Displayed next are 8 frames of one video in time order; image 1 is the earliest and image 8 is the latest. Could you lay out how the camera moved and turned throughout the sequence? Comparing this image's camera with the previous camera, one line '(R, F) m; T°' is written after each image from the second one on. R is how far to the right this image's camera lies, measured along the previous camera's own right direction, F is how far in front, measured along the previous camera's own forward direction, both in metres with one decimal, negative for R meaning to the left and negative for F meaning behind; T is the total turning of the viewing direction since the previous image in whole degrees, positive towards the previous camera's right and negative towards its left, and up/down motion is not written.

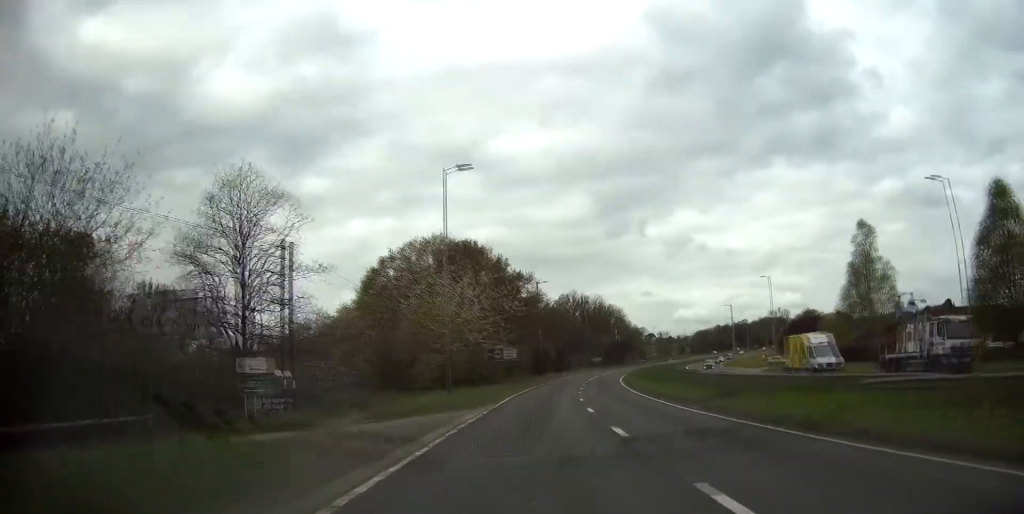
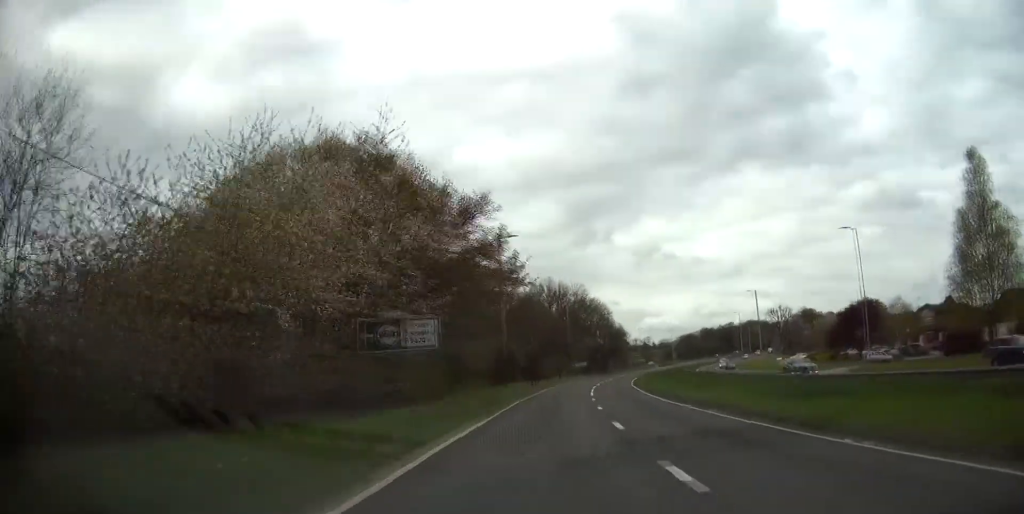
(+0.8, +32.4) m; +5°
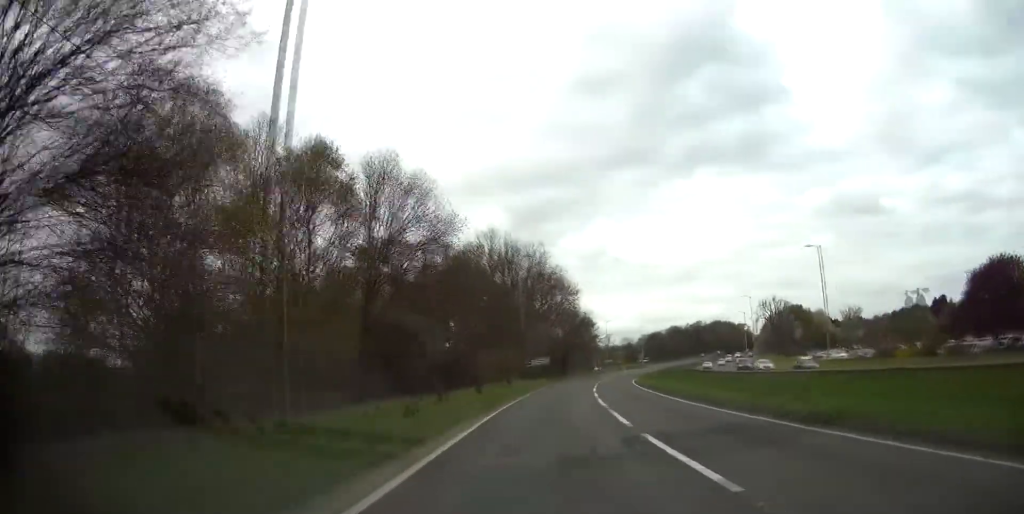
(-0.3, +41.0) m; -1°
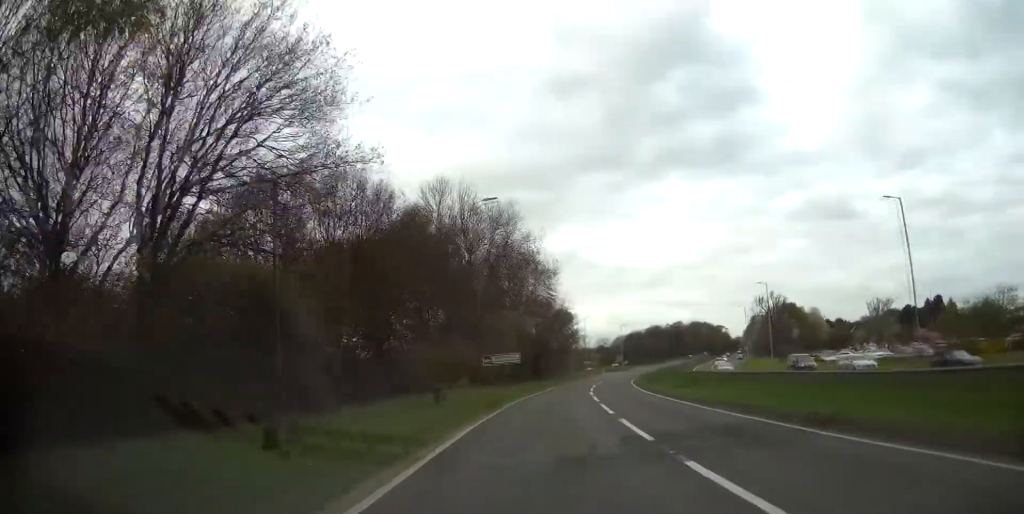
(+0.5, +21.5) m; +3°
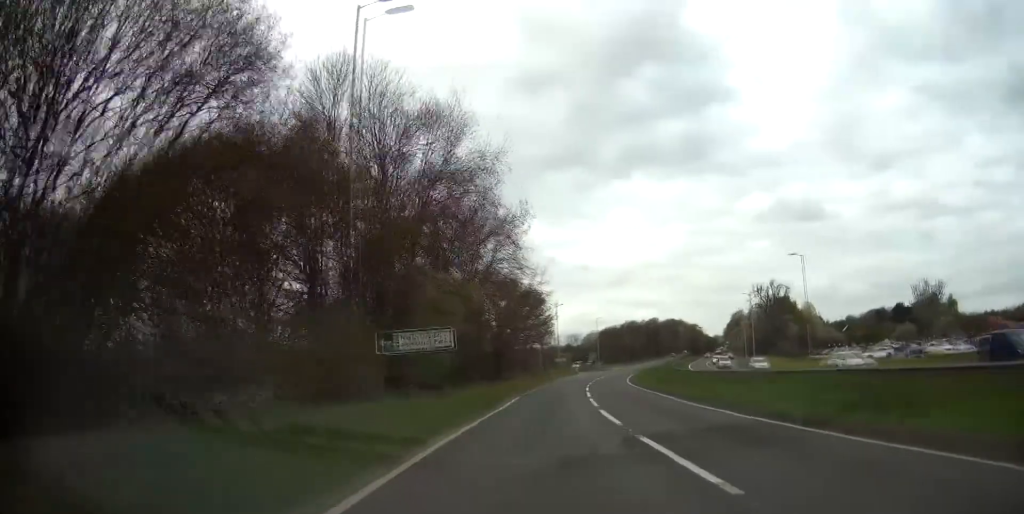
(+1.2, +23.7) m; +4°
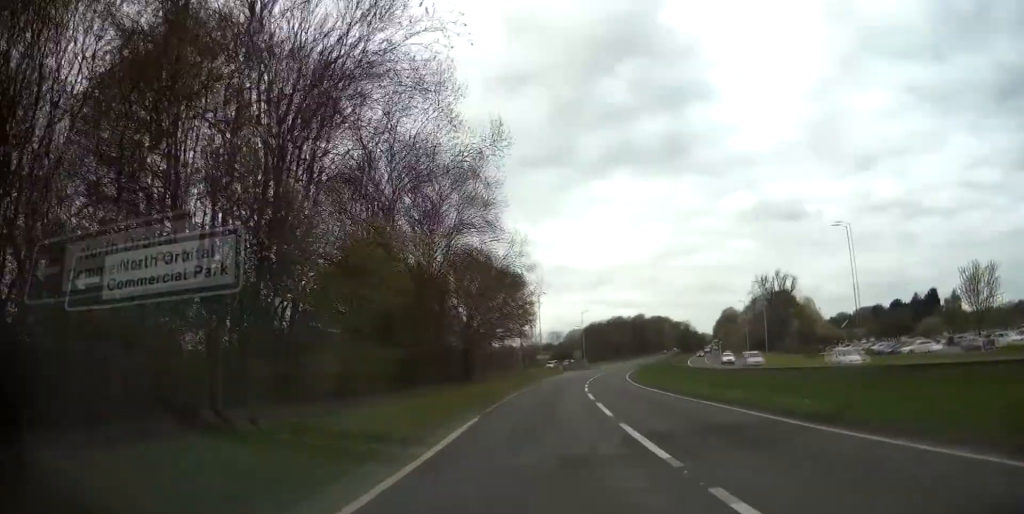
(+0.2, +15.5) m; +2°
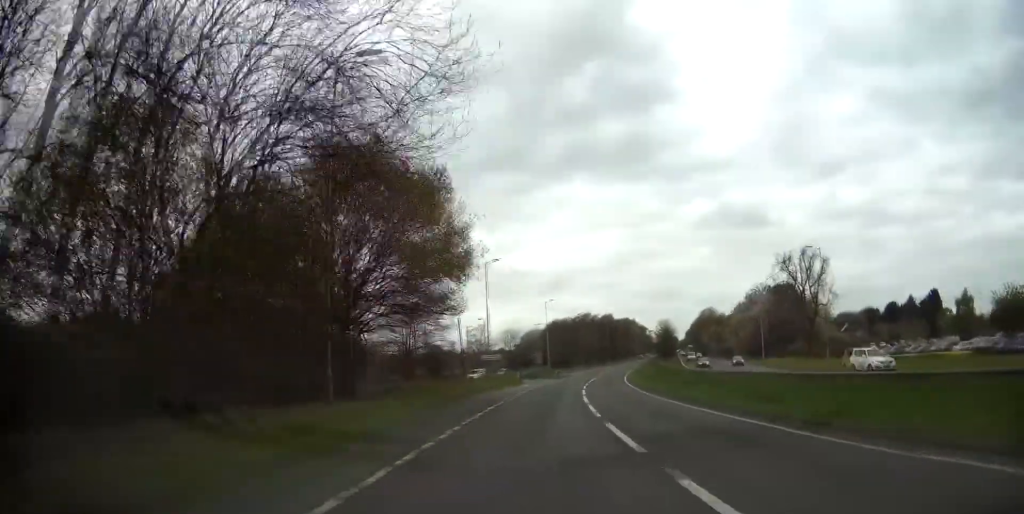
(+1.0, +34.0) m; +4°
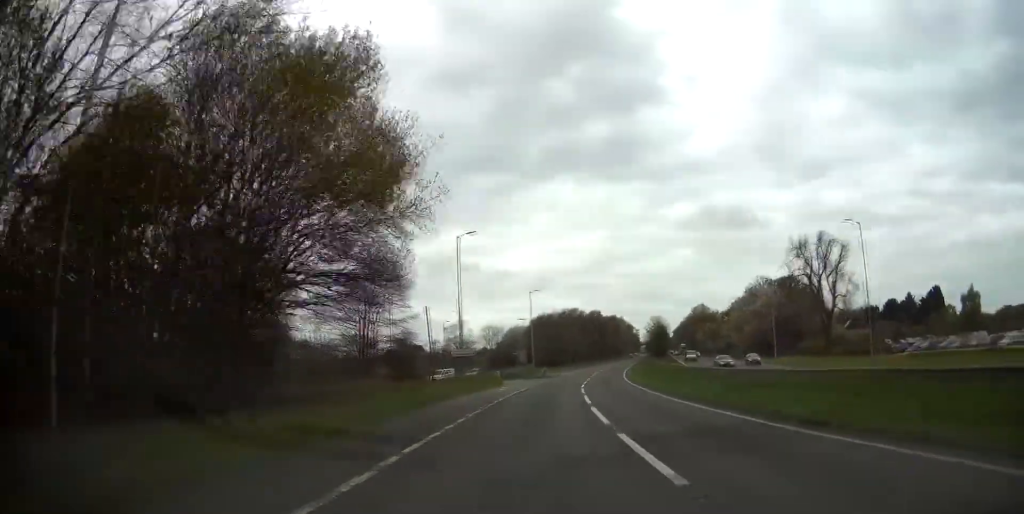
(0.0, +12.4) m; +1°
